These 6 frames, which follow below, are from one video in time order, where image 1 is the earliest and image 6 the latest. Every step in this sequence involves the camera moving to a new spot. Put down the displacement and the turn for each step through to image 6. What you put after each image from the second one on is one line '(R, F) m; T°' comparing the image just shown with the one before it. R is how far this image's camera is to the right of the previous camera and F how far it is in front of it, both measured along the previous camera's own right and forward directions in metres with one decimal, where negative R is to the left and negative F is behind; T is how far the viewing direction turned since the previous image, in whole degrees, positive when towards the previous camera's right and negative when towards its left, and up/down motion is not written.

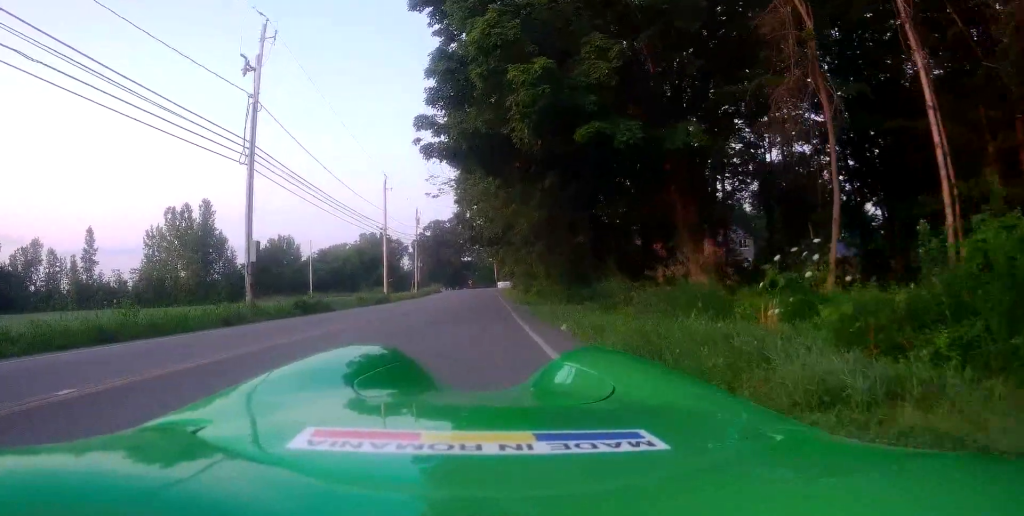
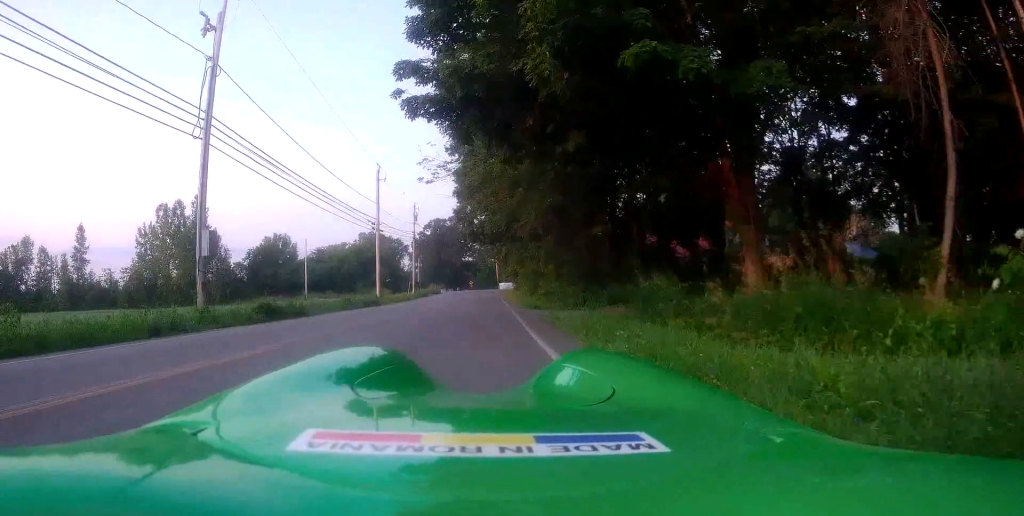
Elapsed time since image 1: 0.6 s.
(-0.2, +3.7) m; -4°
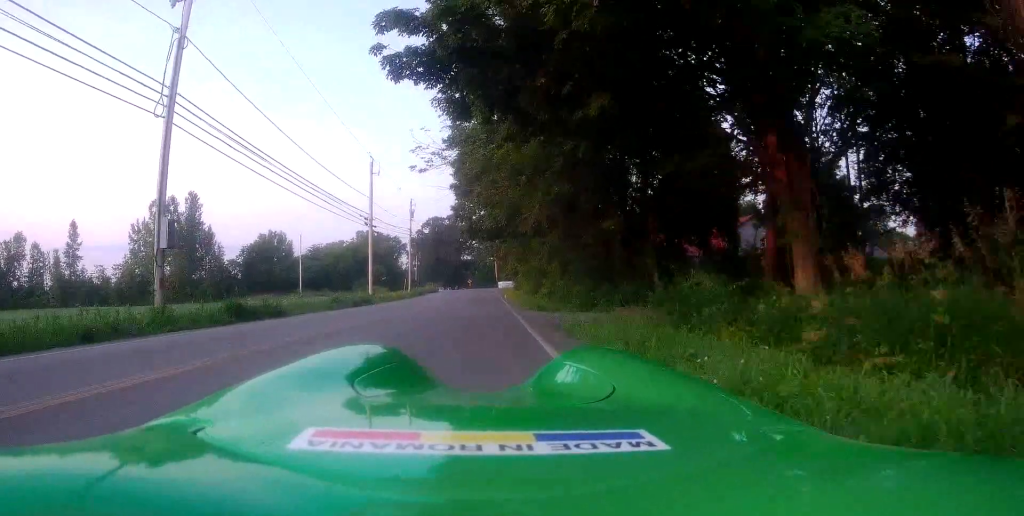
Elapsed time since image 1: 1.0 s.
(0.0, +2.4) m; -2°
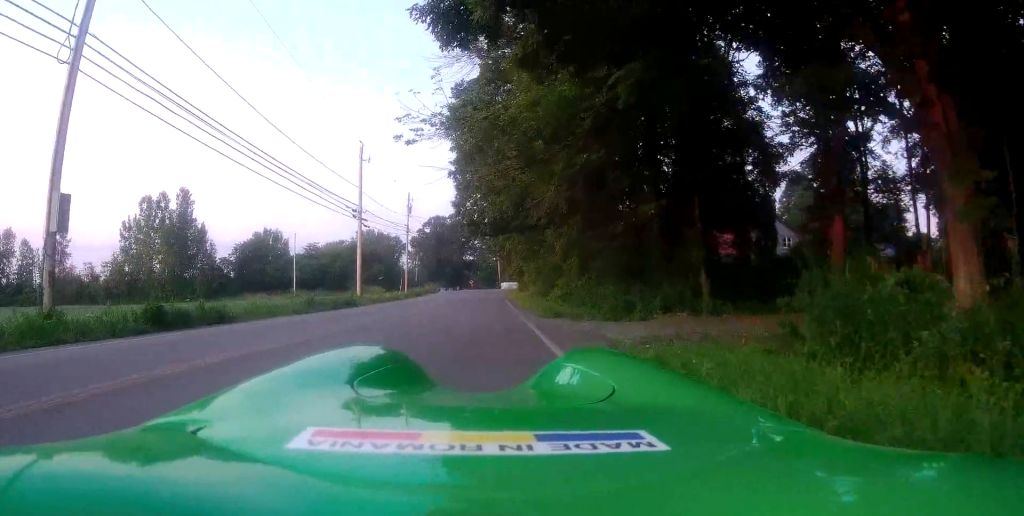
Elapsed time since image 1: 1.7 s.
(-0.3, +4.7) m; +1°
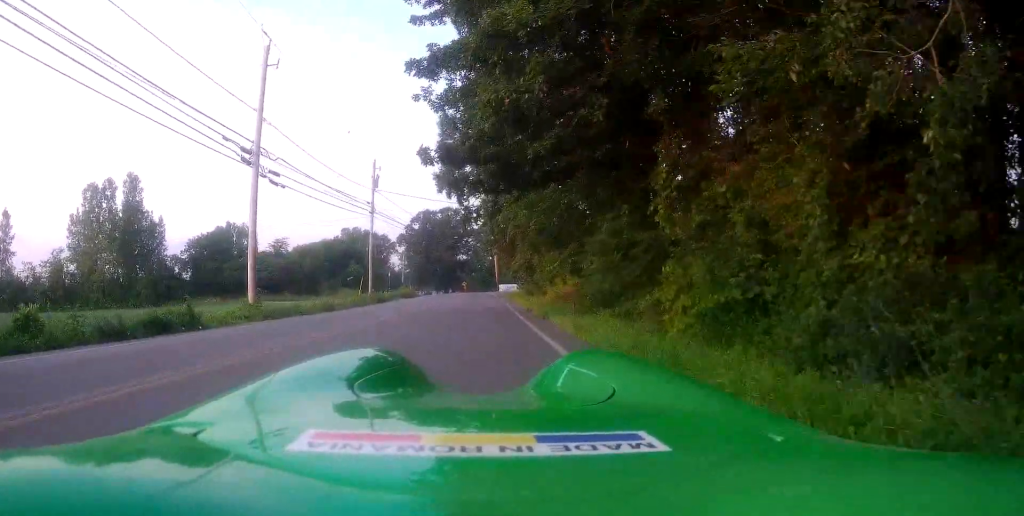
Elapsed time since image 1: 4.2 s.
(+0.8, +17.6) m; +2°
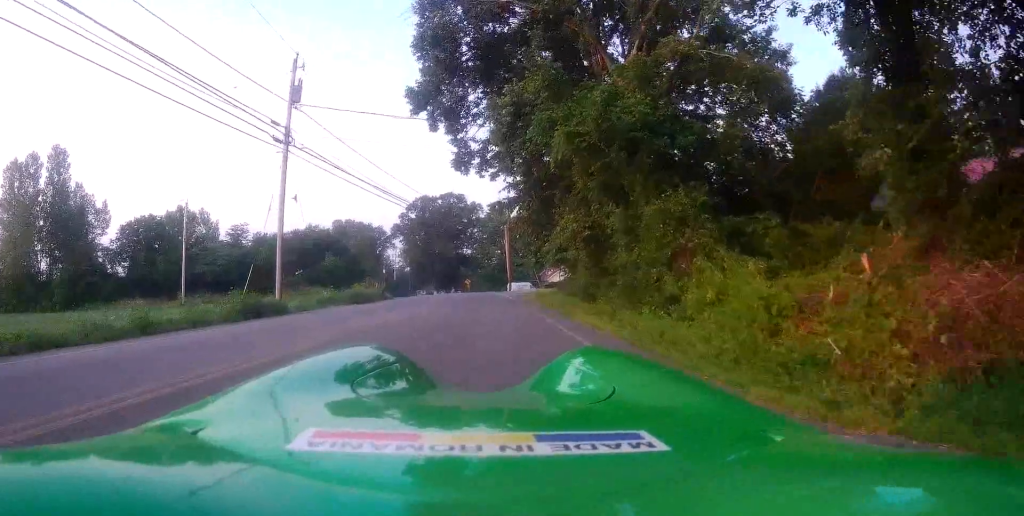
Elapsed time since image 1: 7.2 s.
(+0.4, +21.1) m; -2°
